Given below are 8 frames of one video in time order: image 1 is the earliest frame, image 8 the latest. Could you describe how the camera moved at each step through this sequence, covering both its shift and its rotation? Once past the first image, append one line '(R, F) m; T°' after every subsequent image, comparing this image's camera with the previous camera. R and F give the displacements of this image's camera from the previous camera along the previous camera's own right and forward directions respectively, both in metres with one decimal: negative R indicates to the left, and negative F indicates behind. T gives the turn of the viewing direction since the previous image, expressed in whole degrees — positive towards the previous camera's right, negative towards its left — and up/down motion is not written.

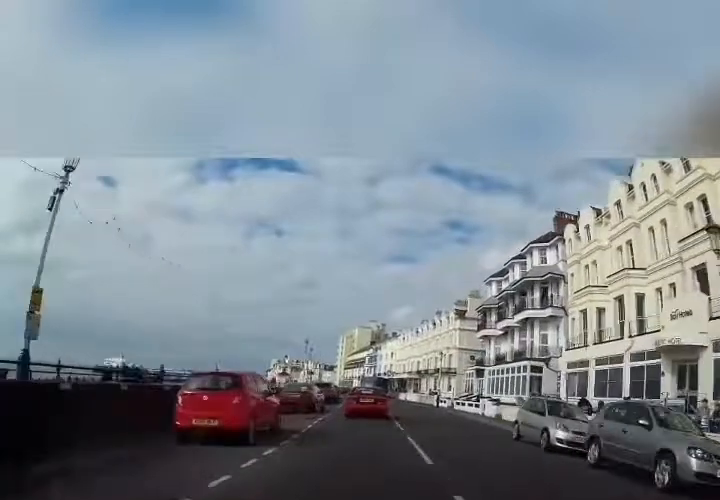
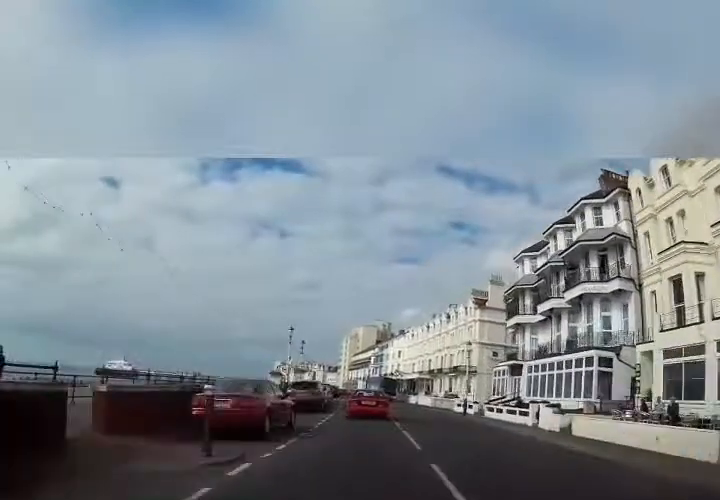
(-0.4, +10.1) m; -2°
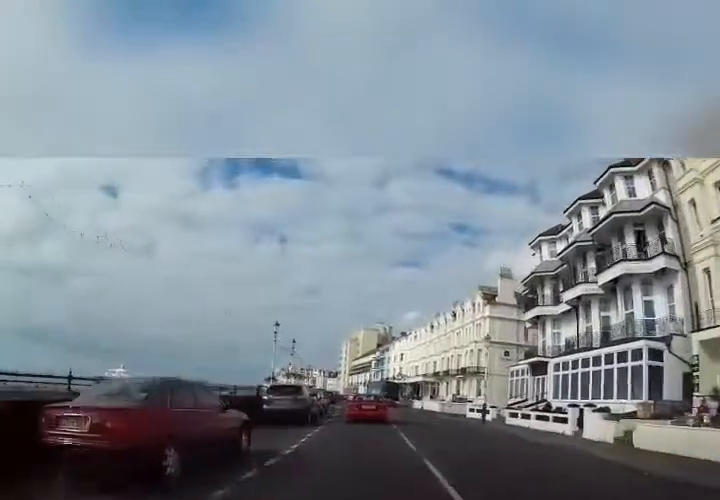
(-0.1, +4.8) m; 0°
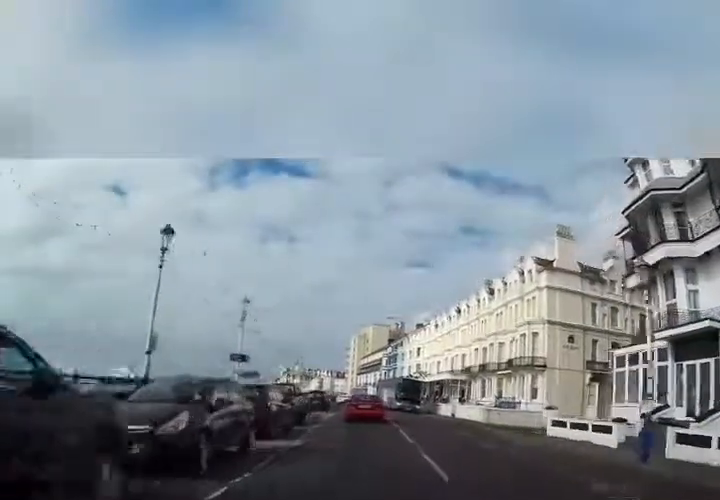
(0.0, +15.8) m; +1°
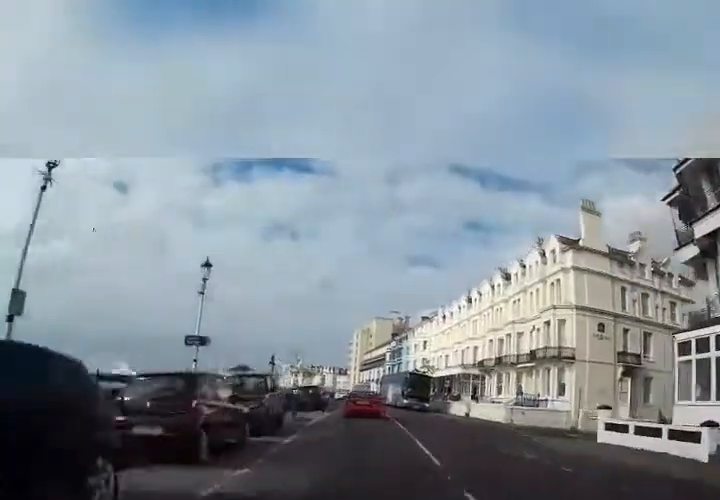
(-0.1, +5.1) m; +1°
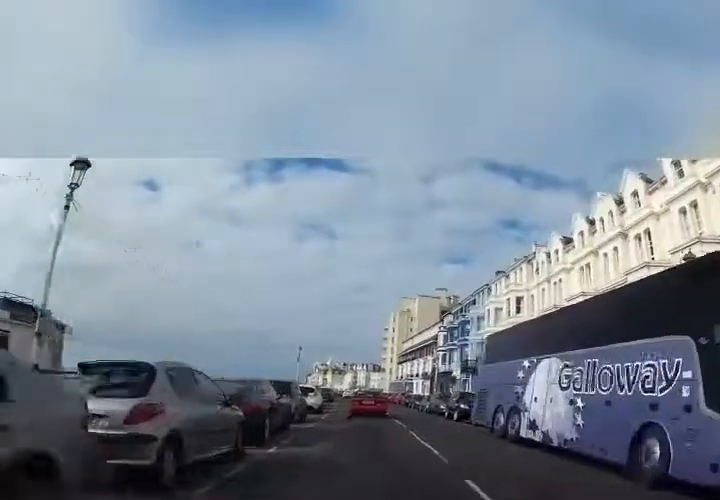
(-2.0, +36.0) m; -7°
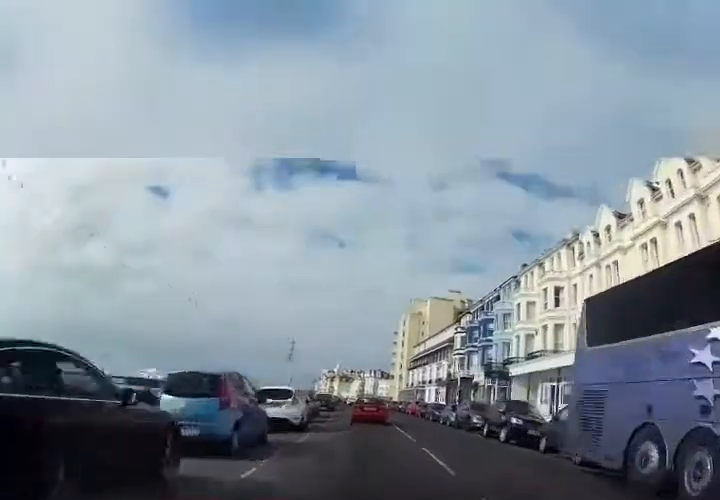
(0.0, +7.6) m; -1°
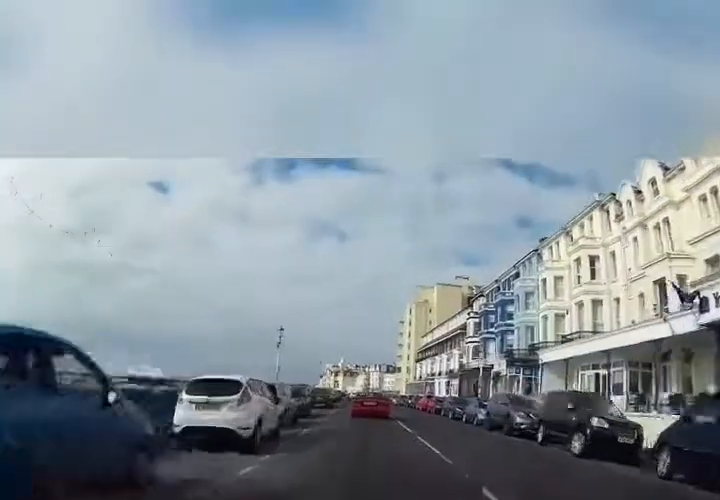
(0.0, +5.9) m; -1°
